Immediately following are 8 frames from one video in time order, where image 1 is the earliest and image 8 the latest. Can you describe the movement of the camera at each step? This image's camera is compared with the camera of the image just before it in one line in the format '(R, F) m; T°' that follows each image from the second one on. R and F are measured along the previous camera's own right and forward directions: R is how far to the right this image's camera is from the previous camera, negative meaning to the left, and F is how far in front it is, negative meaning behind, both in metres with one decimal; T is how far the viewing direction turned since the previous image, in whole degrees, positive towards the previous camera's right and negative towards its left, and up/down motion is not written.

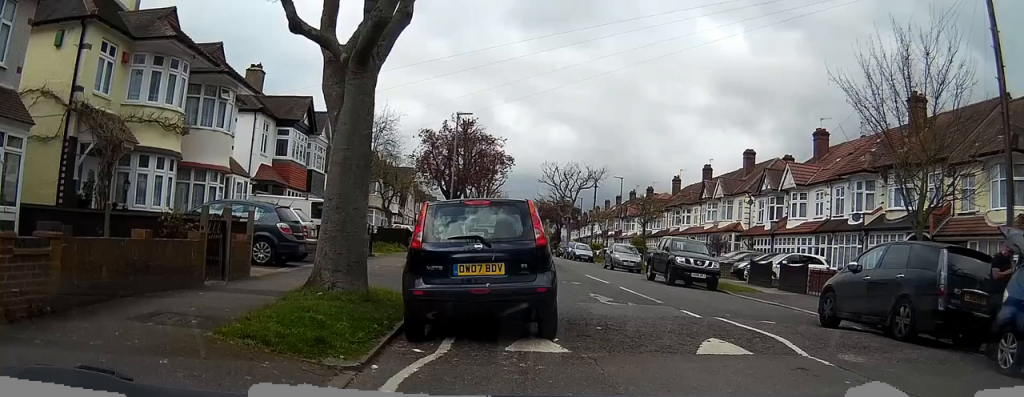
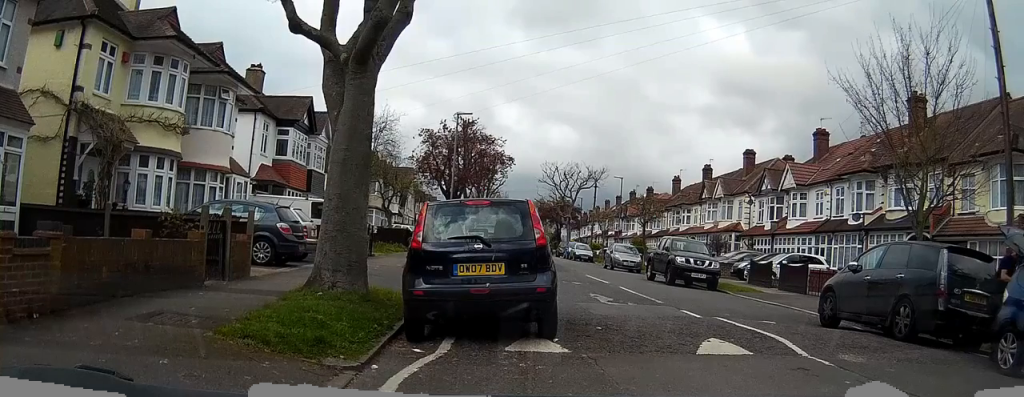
(0.0, +0.1) m; 0°
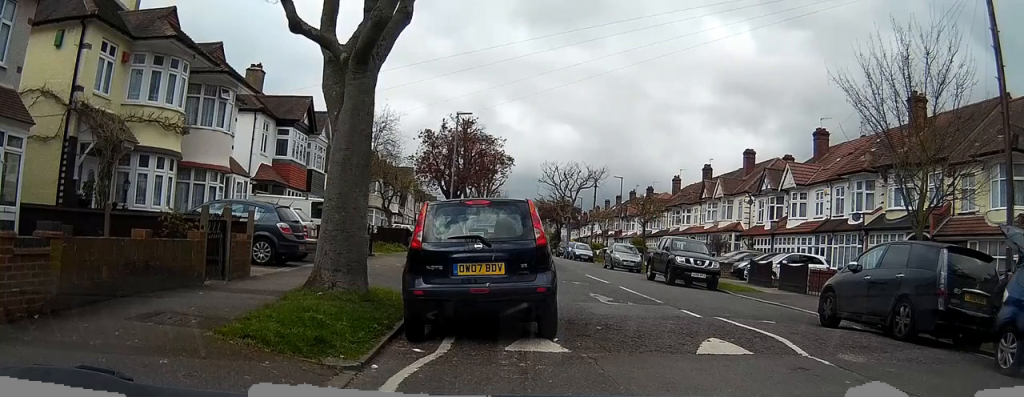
(0.0, 0.0) m; 0°
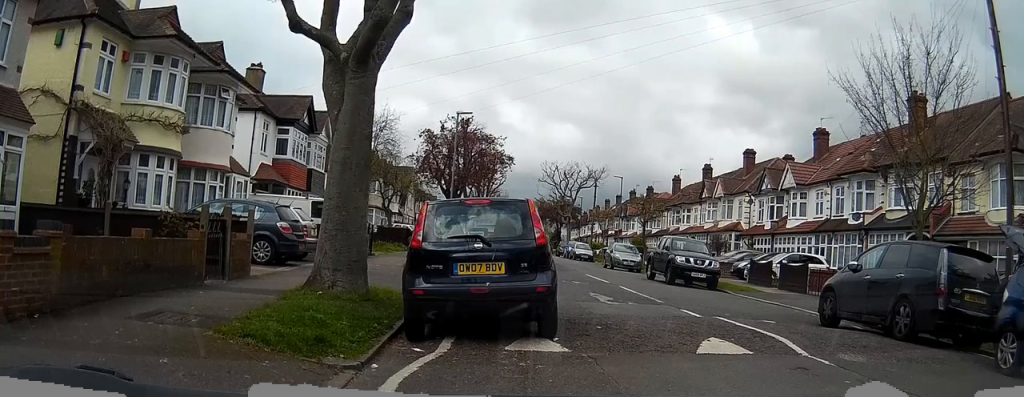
(0.0, 0.0) m; 0°
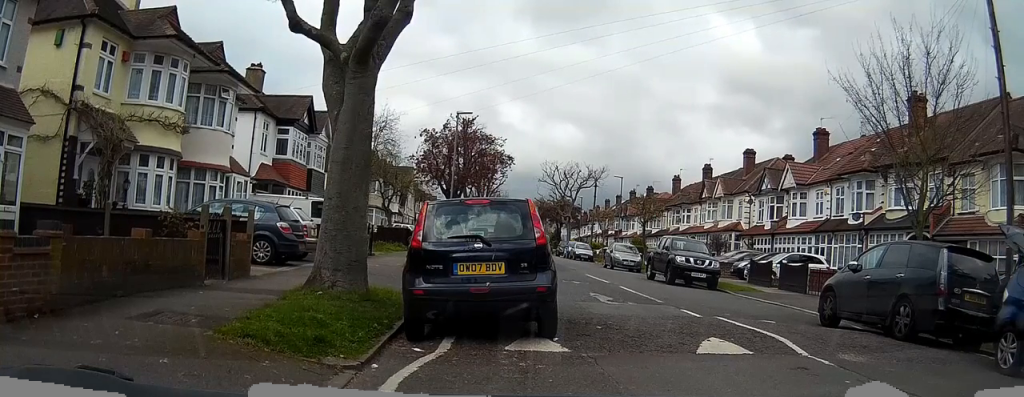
(0.0, 0.0) m; 0°
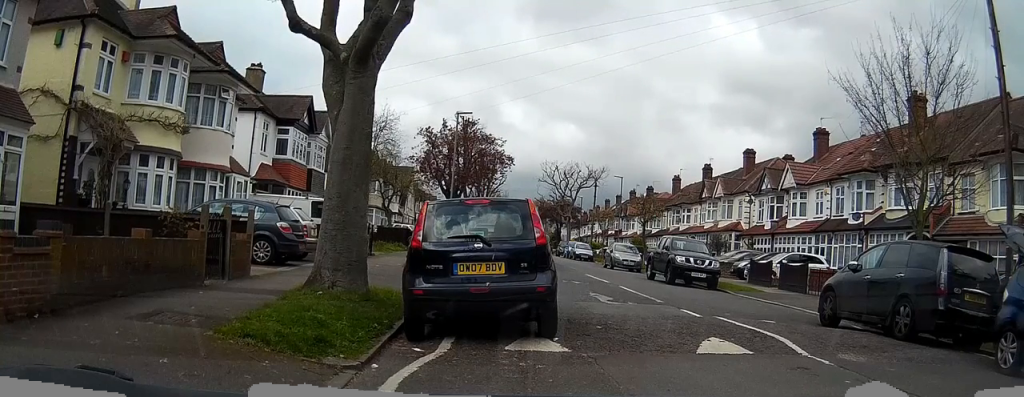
(0.0, 0.0) m; 0°
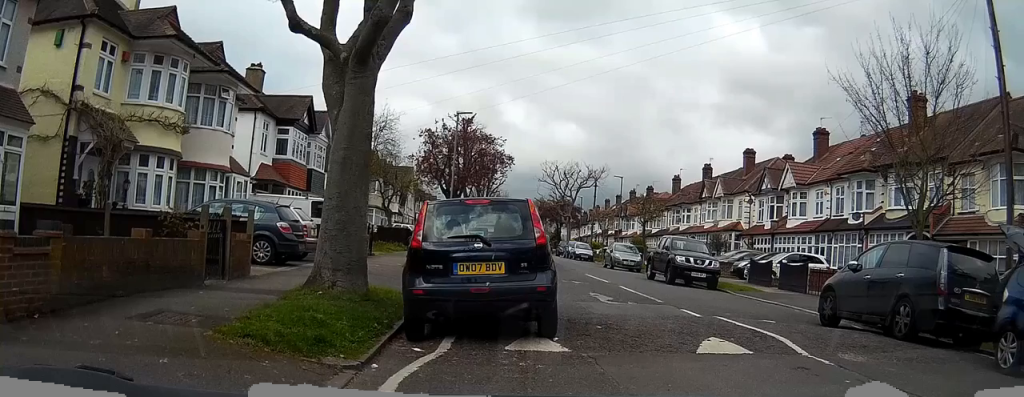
(0.0, 0.0) m; 0°
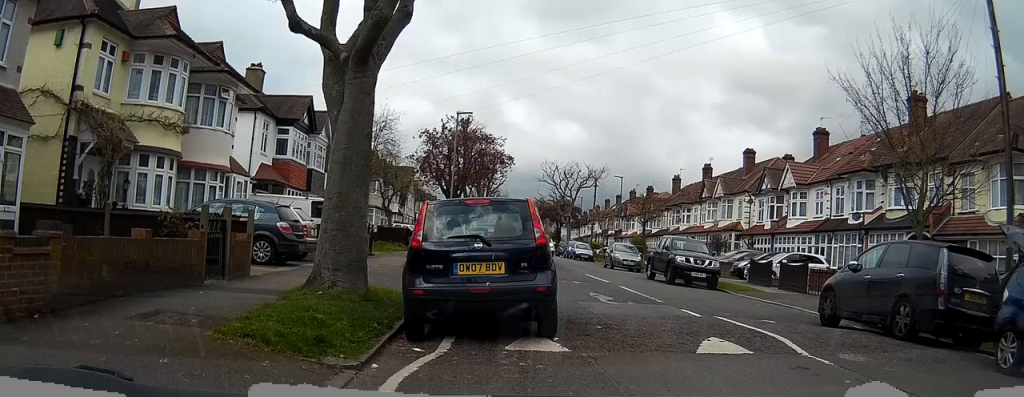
(0.0, 0.0) m; 0°
